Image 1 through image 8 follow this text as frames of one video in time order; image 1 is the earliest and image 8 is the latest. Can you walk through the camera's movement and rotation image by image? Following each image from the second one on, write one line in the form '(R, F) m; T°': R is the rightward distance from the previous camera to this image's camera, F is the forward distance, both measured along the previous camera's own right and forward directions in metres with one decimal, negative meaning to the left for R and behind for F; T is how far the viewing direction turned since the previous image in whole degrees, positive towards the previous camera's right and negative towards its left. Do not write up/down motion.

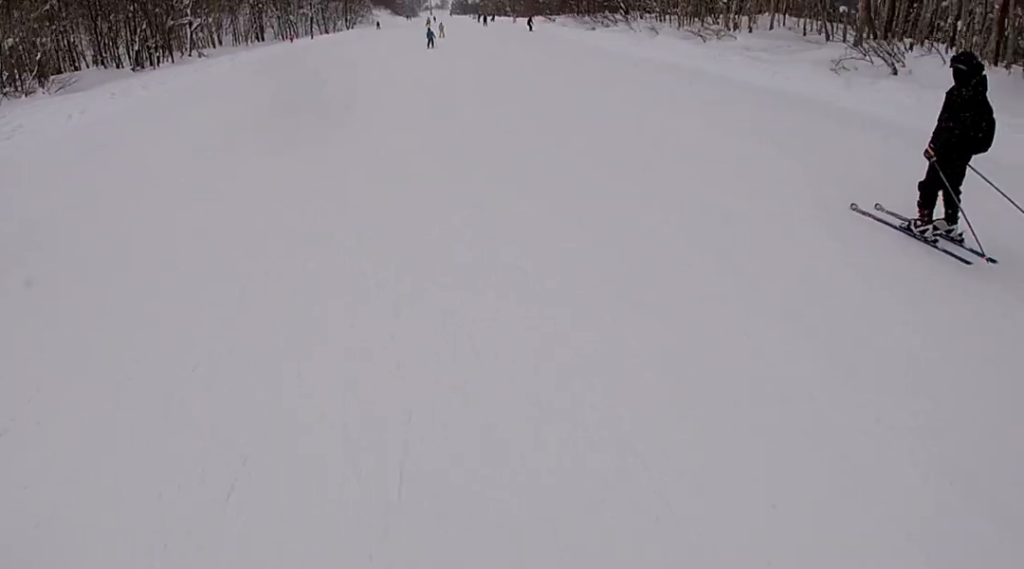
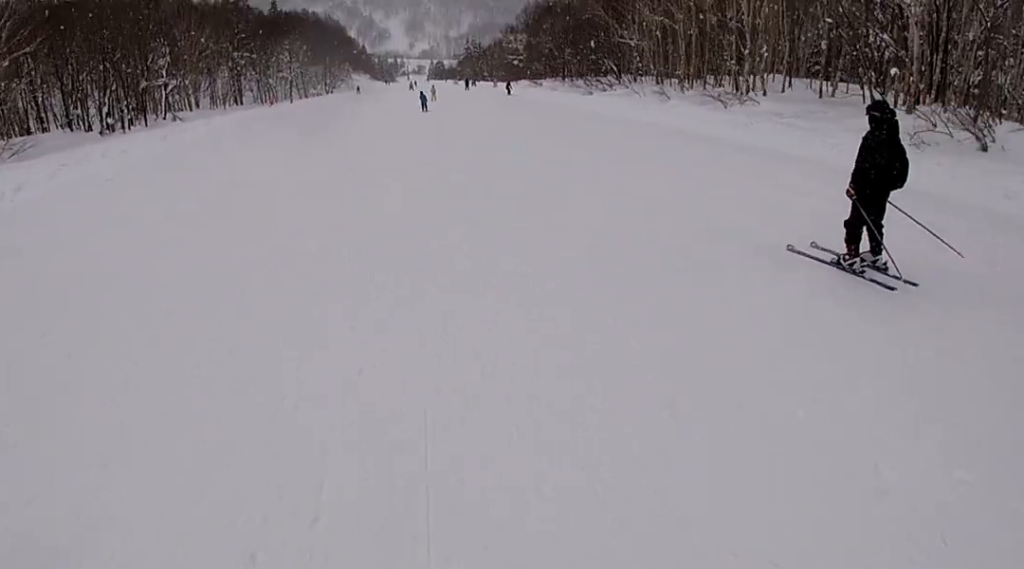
(-0.2, +4.0) m; 0°
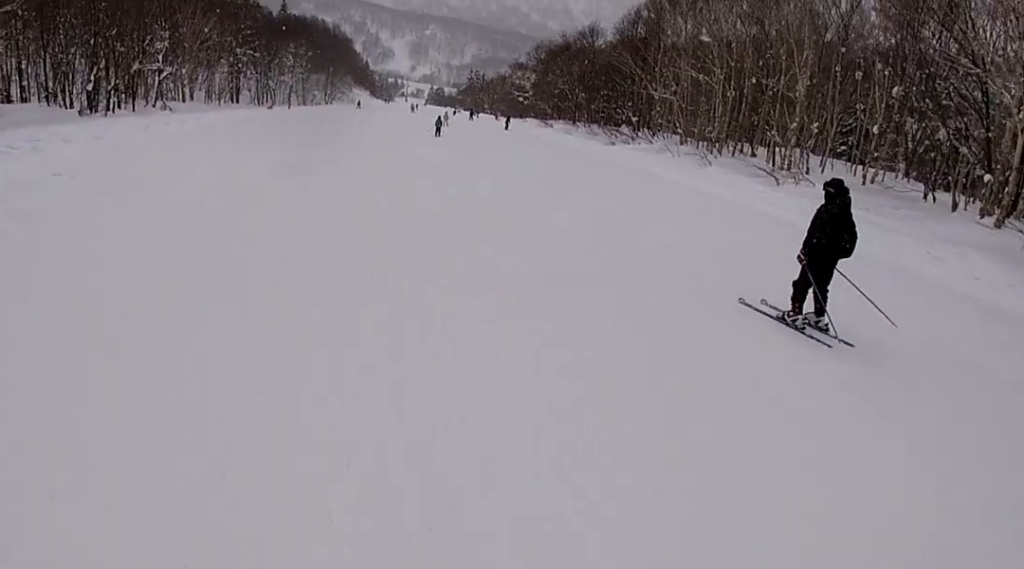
(-0.2, +4.0) m; +6°
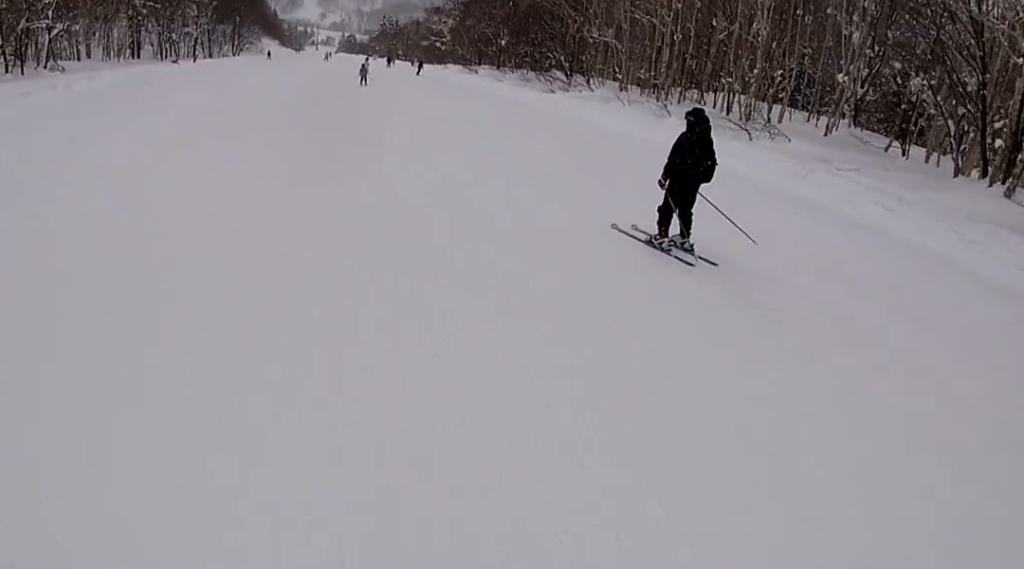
(+0.4, +3.4) m; +2°
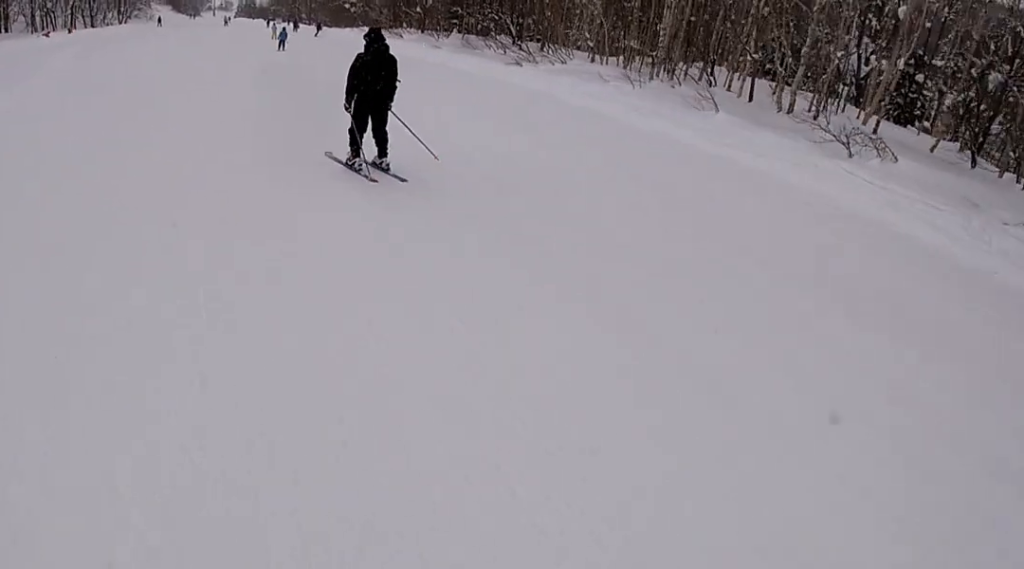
(+0.2, +8.7) m; +1°
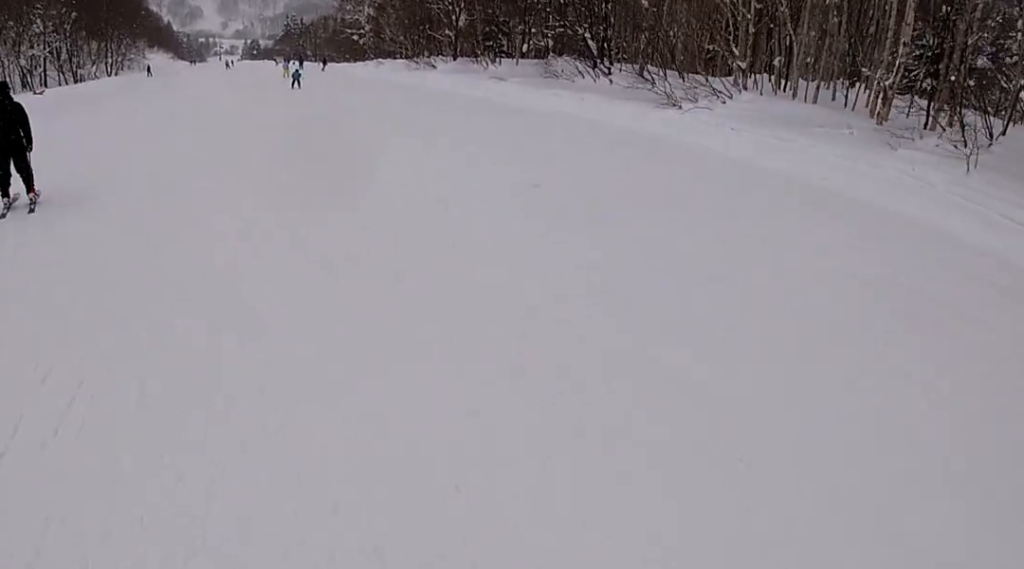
(+1.4, +12.6) m; +12°
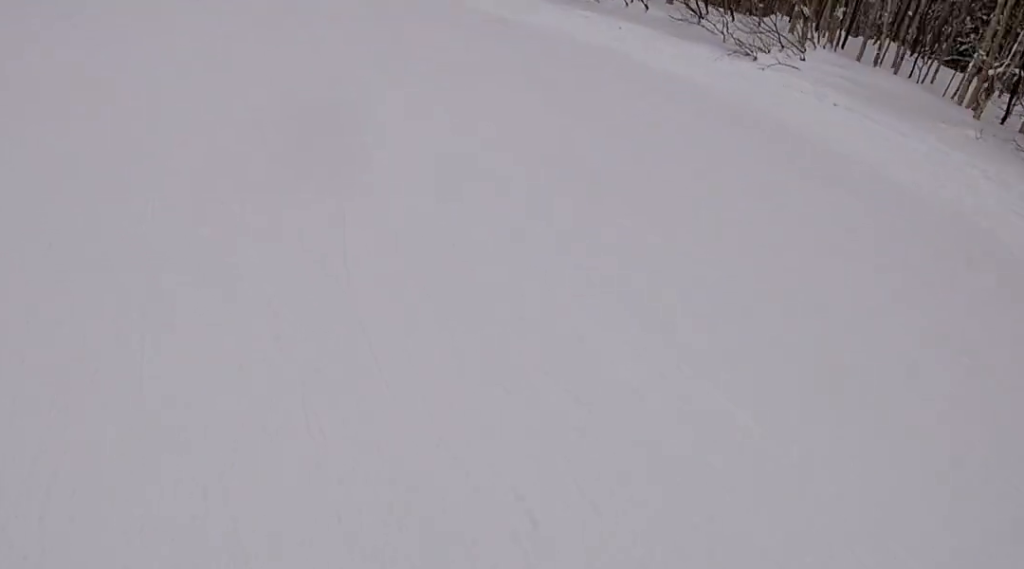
(0.0, +4.0) m; 0°
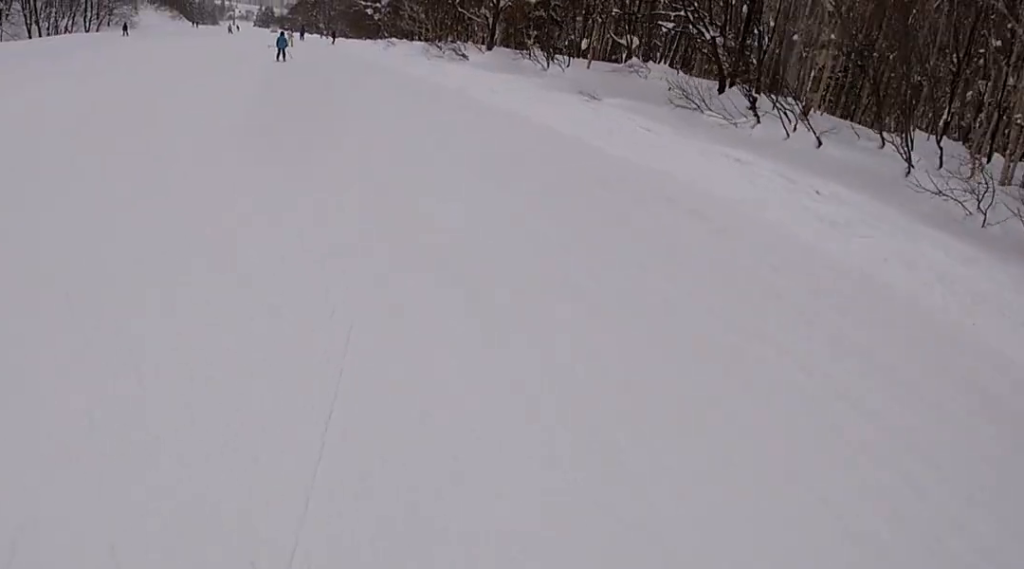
(0.0, +8.3) m; -2°
